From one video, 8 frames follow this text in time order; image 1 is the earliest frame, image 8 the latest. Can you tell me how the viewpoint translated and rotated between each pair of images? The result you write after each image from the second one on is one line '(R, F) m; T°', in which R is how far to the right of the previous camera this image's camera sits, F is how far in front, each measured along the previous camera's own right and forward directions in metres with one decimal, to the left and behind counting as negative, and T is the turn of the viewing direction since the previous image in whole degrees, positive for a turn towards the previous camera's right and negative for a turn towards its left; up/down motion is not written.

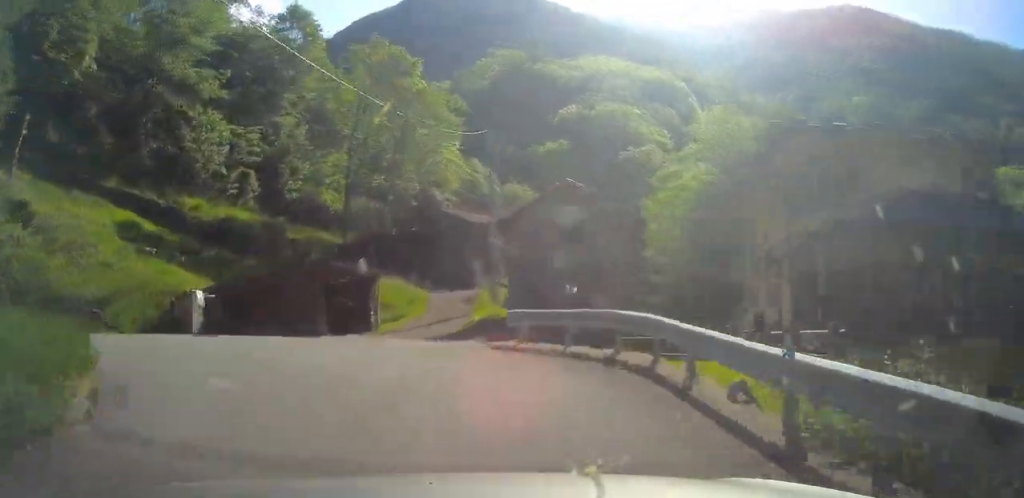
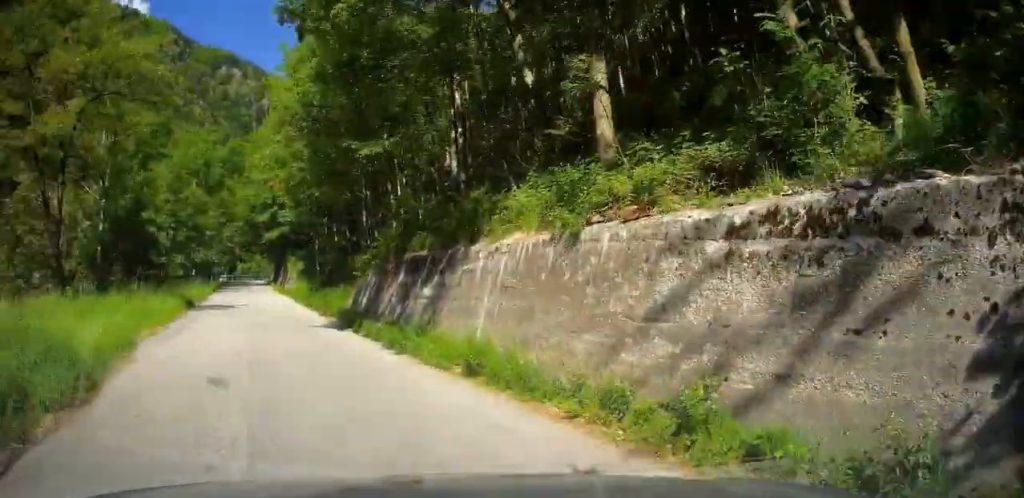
(-16.7, +6.0) m; -134°
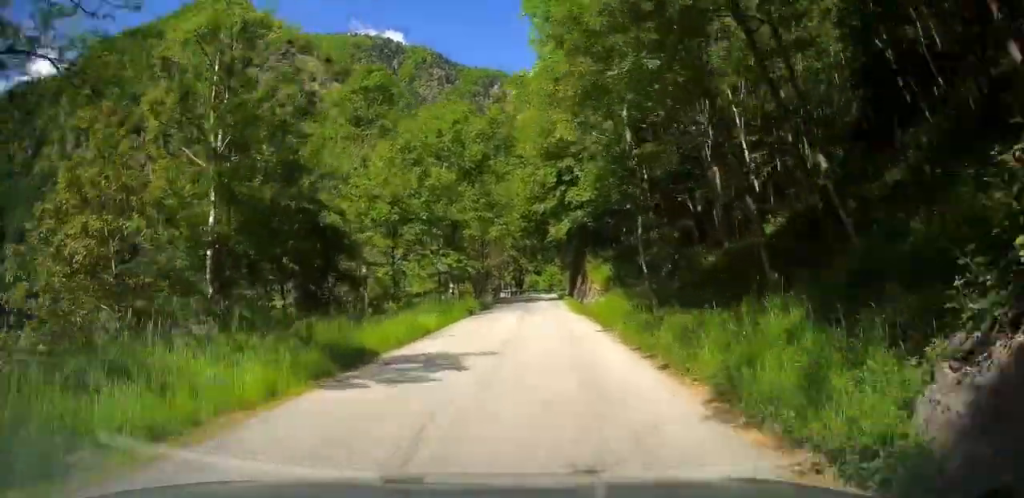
(-4.3, +14.6) m; -26°
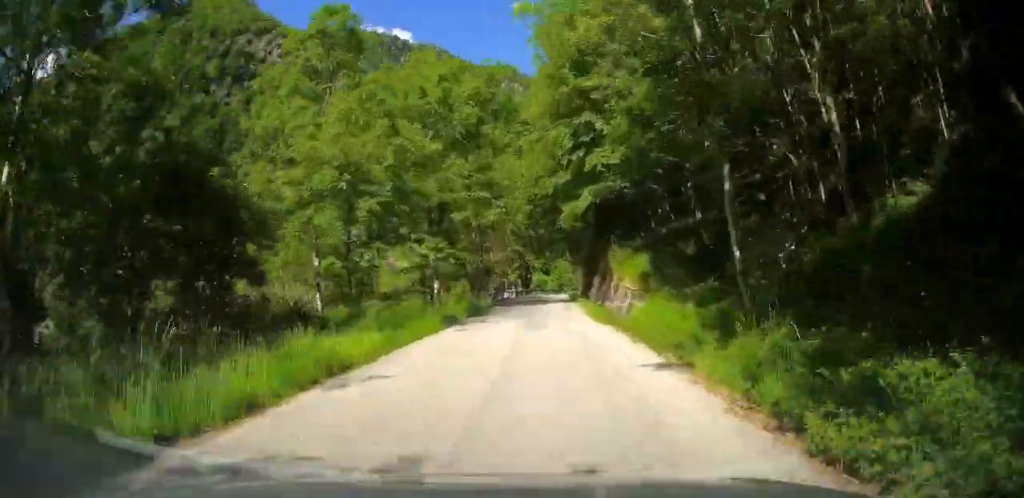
(-1.7, +3.4) m; -6°
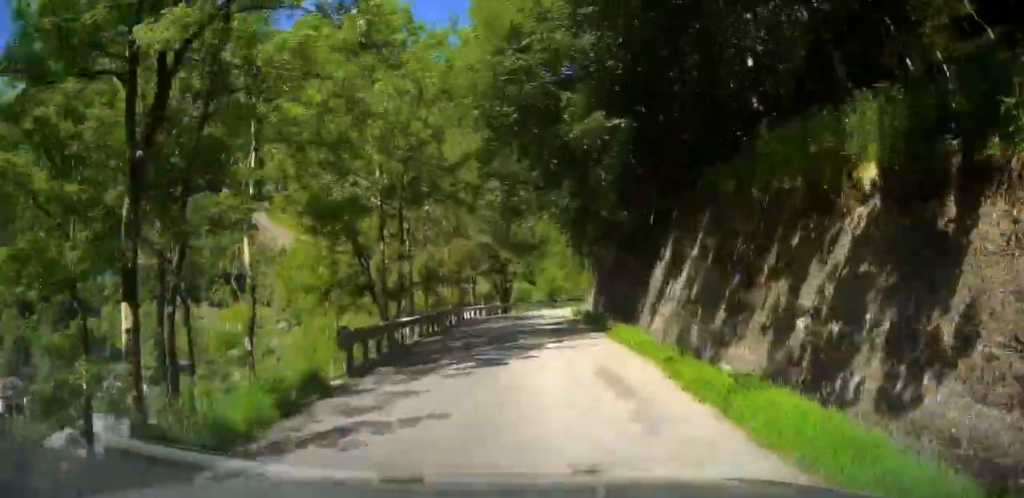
(+1.0, +18.7) m; 0°
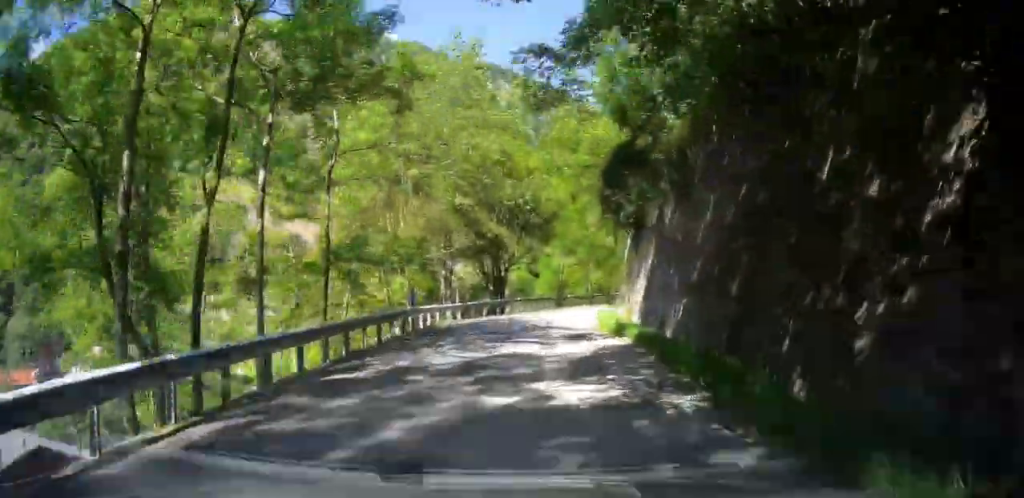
(-1.3, +12.7) m; +5°
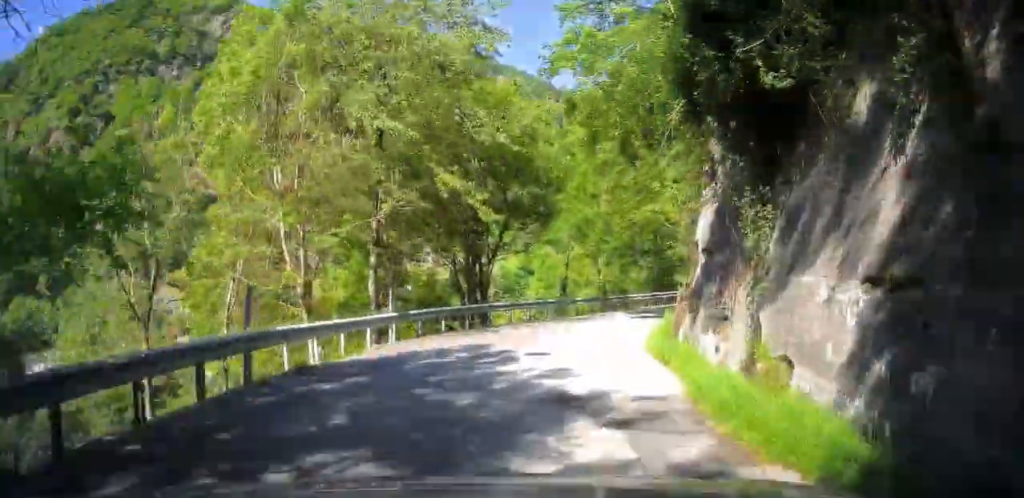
(+1.3, +10.3) m; +12°
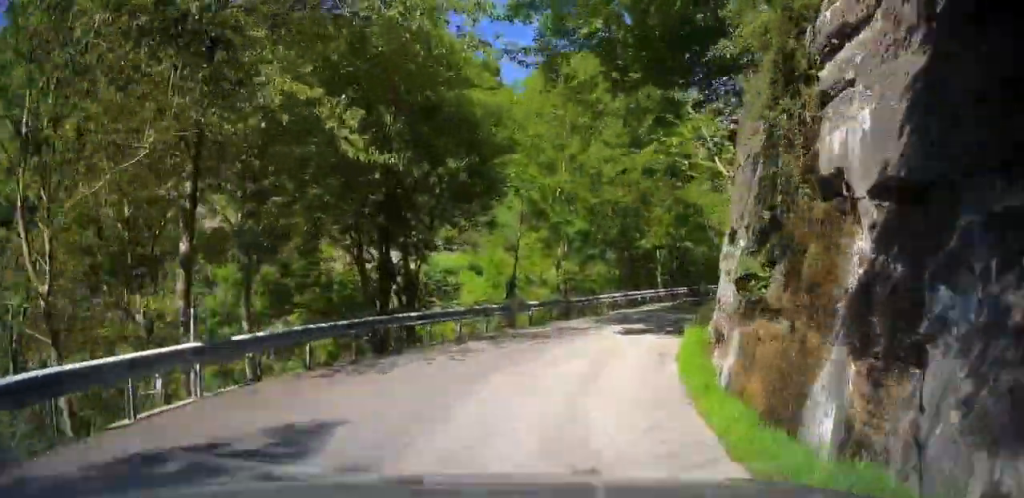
(+0.8, +7.4) m; +10°
